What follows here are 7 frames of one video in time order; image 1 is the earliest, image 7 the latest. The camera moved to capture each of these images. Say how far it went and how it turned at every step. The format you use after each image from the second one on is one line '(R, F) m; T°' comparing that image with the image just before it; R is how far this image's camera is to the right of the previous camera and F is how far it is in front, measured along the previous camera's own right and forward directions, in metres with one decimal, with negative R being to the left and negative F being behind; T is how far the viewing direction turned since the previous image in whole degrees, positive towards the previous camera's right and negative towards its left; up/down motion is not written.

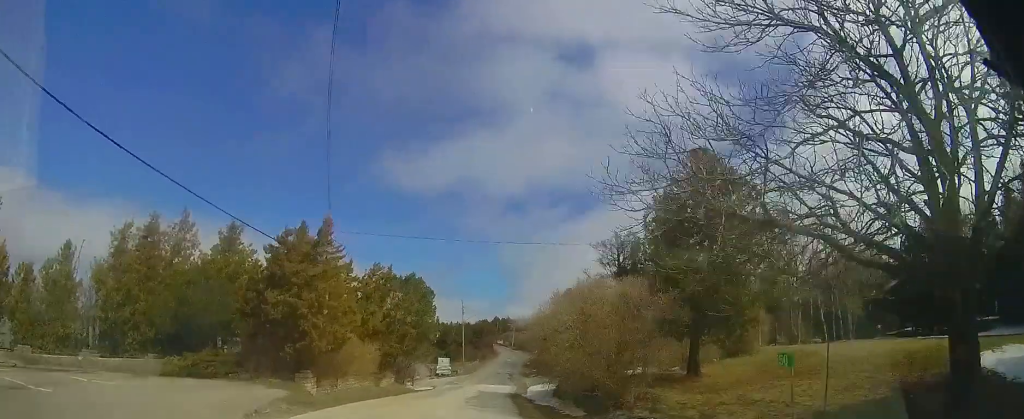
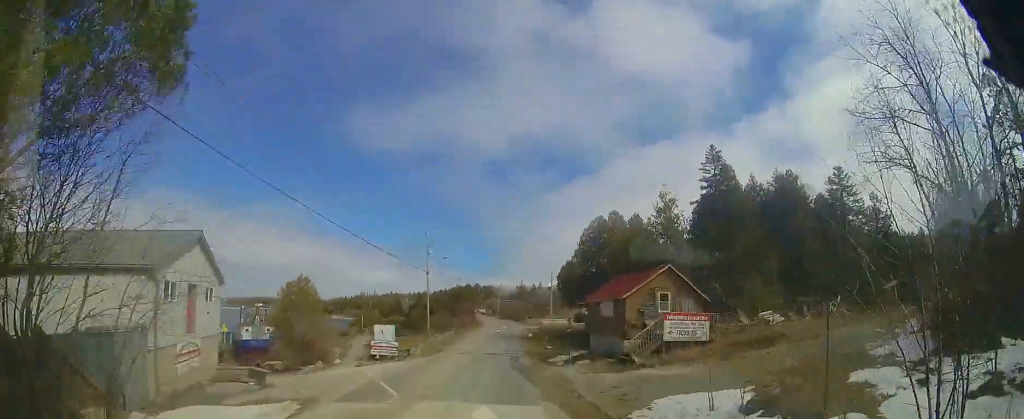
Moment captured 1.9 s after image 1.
(+0.6, +21.6) m; +6°
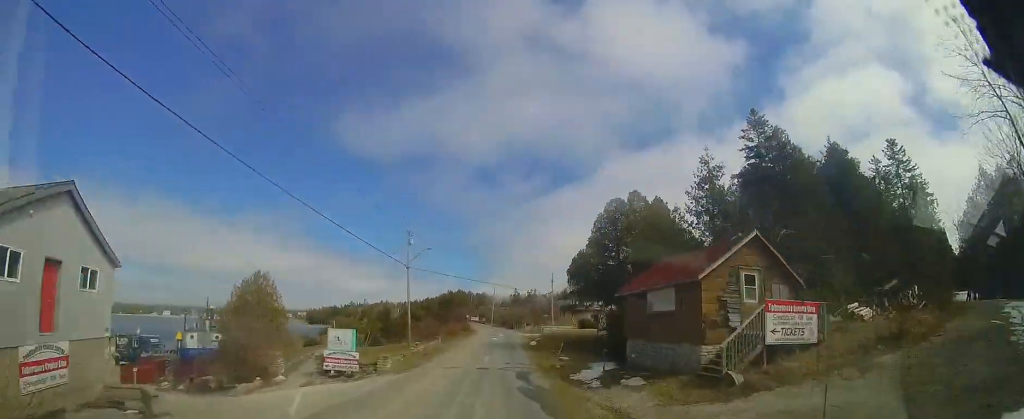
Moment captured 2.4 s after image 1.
(+0.1, +6.4) m; +3°
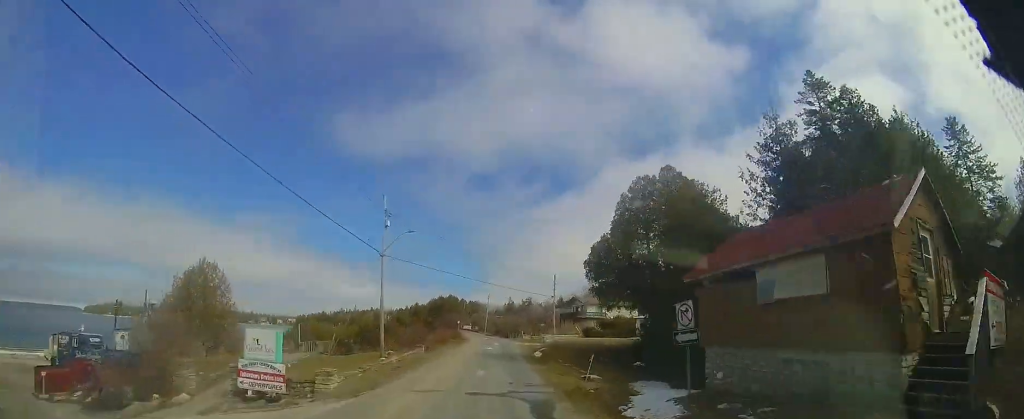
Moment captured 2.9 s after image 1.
(+0.2, +6.1) m; +4°
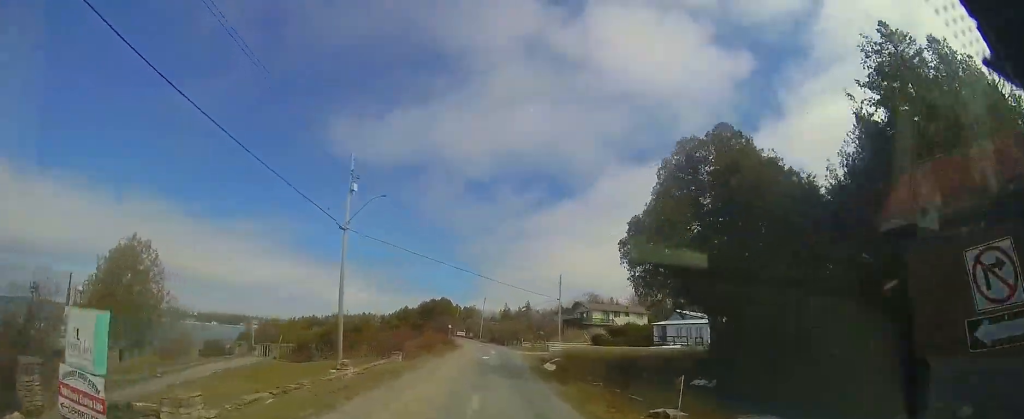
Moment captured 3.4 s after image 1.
(+0.2, +6.1) m; +2°
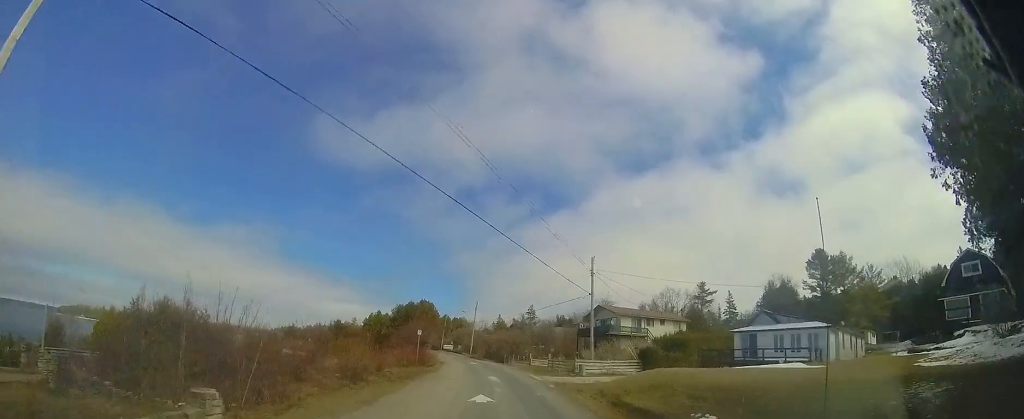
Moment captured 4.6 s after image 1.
(+0.4, +15.0) m; 0°
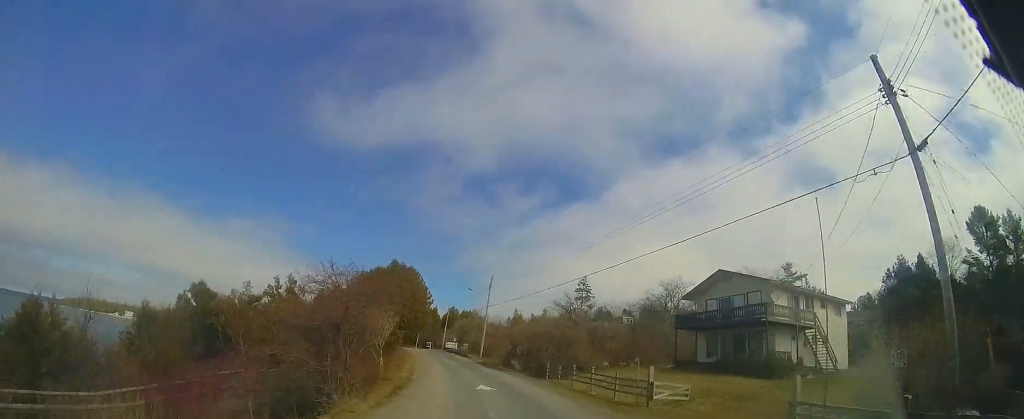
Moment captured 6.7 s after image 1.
(-0.5, +23.1) m; -2°
